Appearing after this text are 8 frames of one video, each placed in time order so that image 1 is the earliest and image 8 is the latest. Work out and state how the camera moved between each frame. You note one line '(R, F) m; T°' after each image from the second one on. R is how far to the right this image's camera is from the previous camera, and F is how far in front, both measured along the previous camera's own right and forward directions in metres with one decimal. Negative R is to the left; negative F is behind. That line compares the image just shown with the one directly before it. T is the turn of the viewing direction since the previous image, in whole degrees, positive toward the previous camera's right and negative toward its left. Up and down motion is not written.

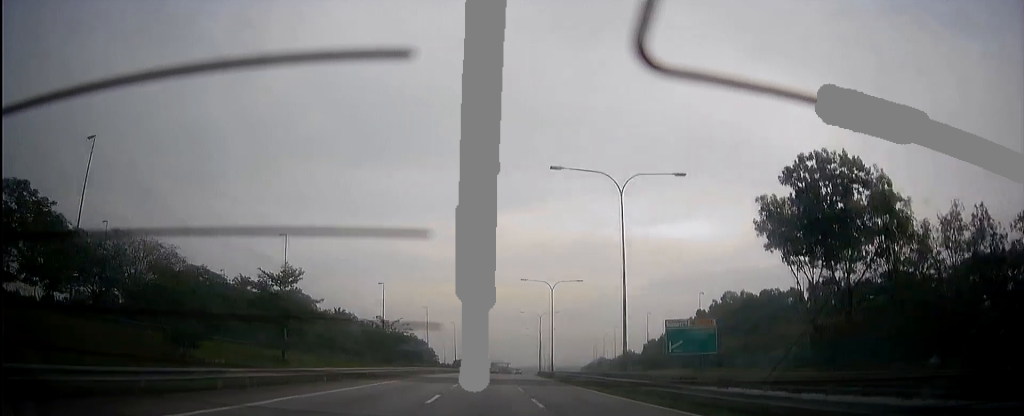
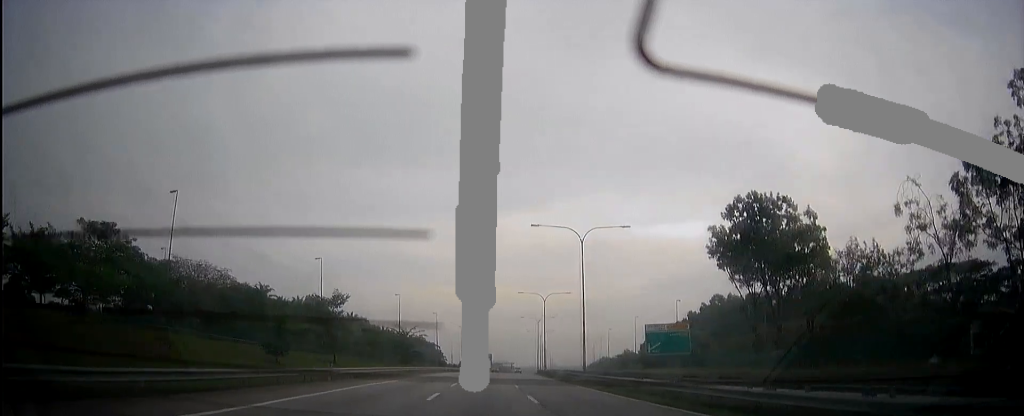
(0.0, +13.2) m; +1°
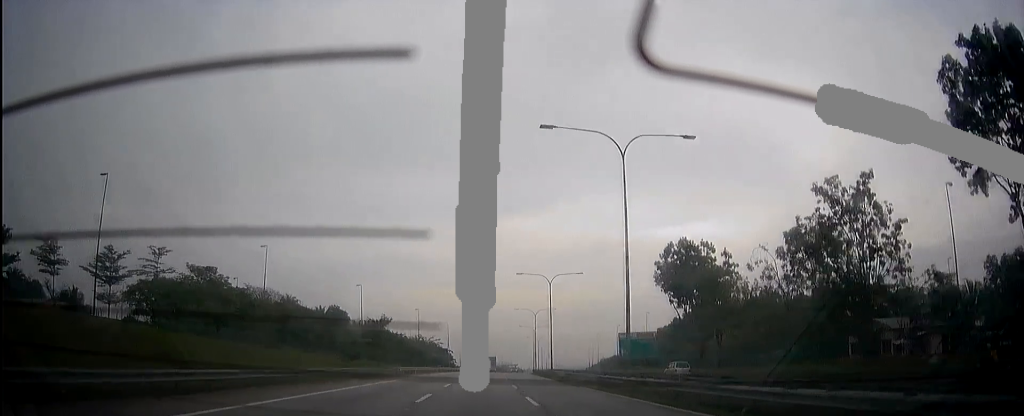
(+0.2, +22.9) m; +1°
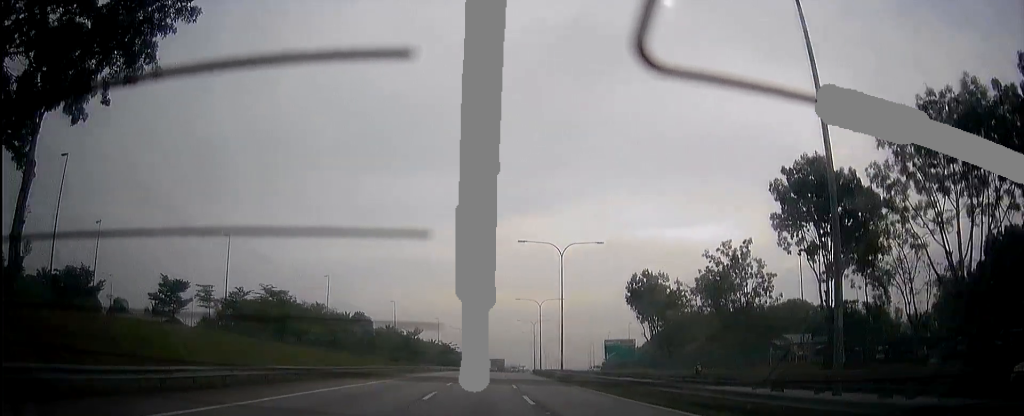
(+0.4, +26.0) m; +1°
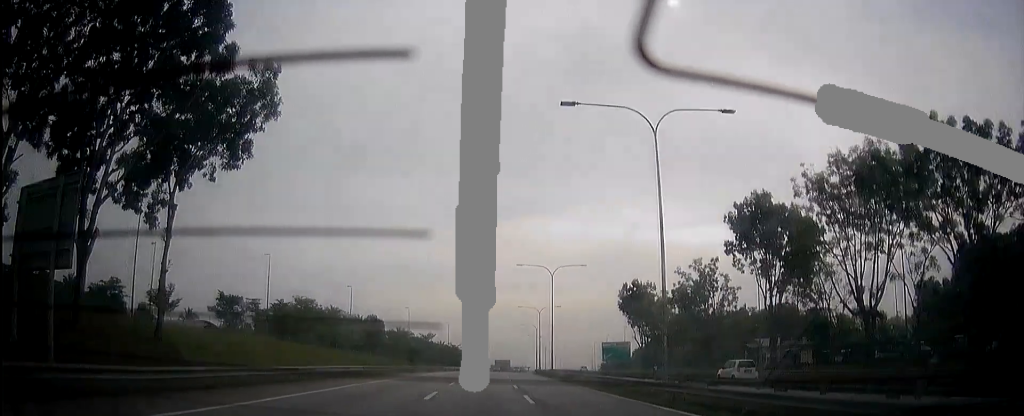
(+0.1, +12.0) m; +1°
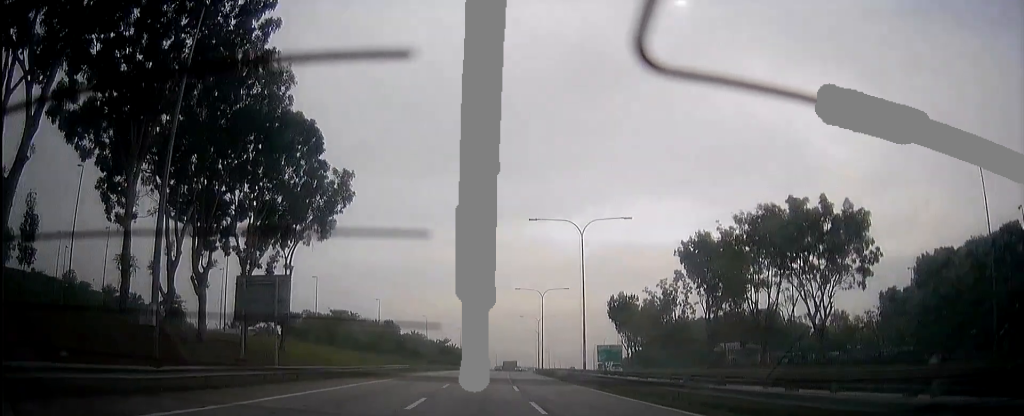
(+0.1, +18.6) m; +1°
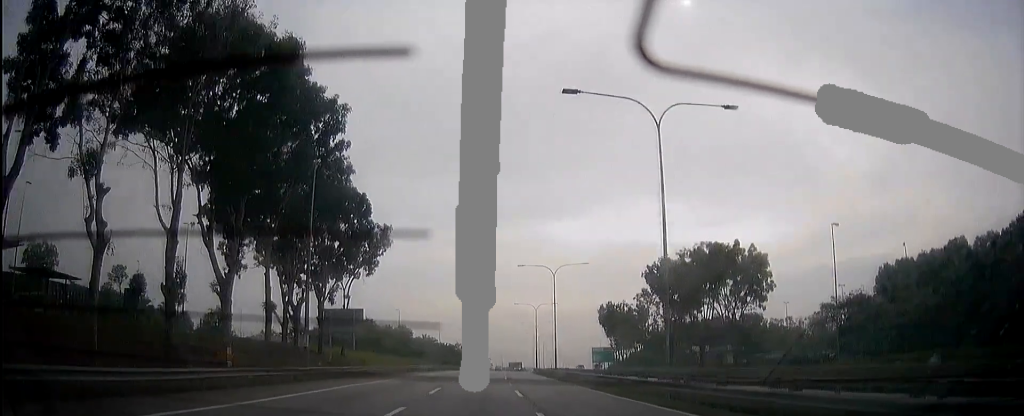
(+0.2, +19.9) m; +1°
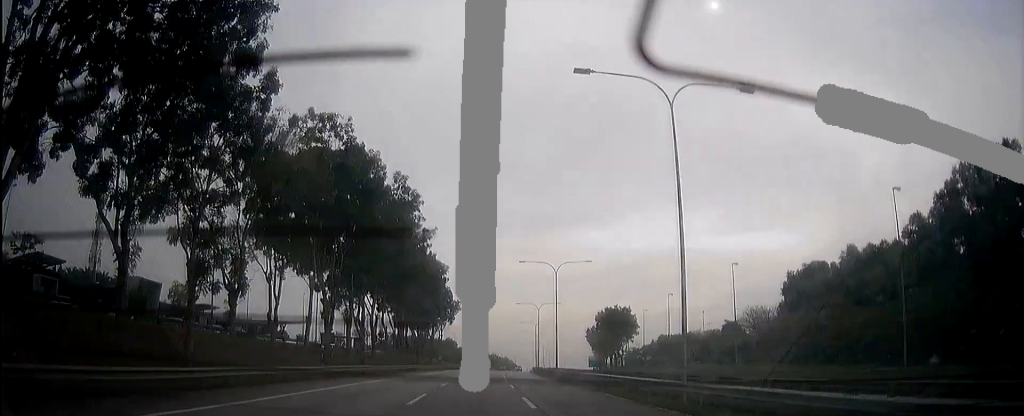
(+1.9, +77.5) m; +3°
